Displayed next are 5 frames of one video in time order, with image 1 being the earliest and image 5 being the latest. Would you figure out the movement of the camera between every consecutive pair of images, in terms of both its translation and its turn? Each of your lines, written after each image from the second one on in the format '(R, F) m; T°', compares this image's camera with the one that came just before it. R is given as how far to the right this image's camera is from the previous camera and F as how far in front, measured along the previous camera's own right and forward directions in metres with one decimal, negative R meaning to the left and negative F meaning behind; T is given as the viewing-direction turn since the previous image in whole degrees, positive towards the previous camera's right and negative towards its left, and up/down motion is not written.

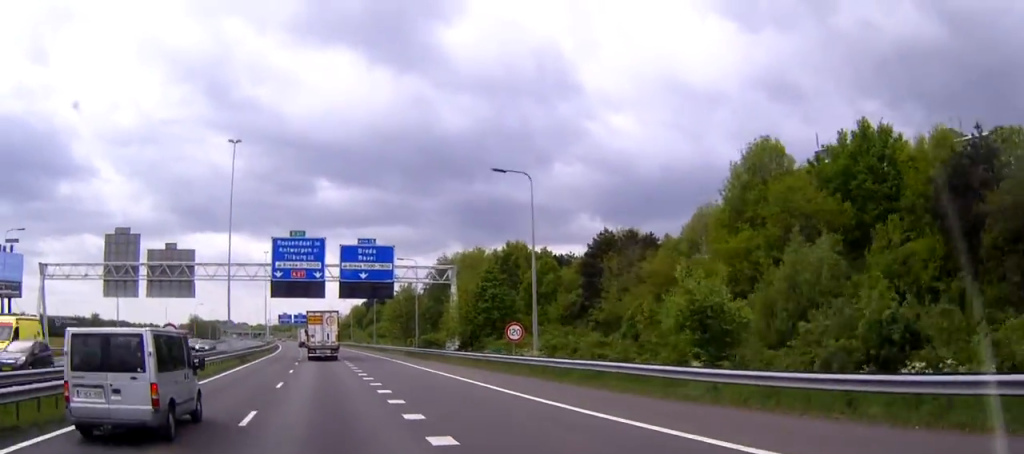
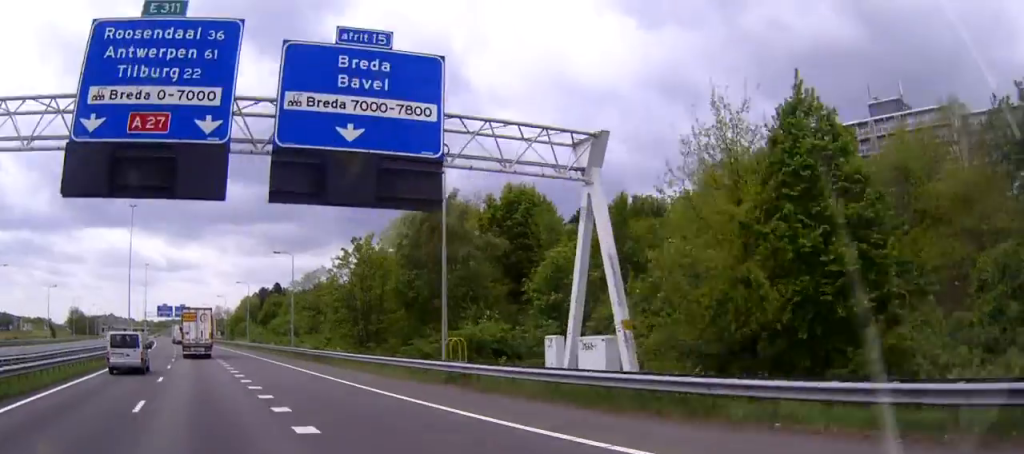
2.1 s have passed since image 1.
(-0.8, +46.3) m; -2°
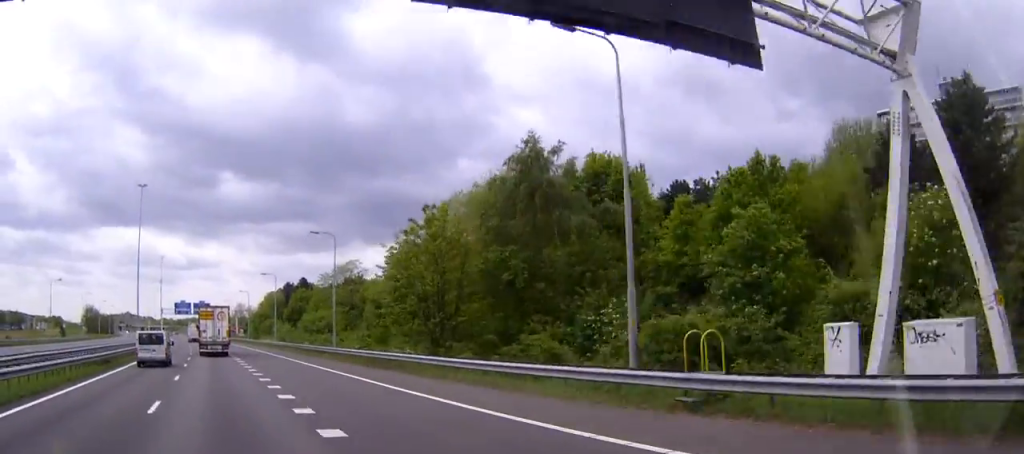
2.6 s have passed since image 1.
(0.0, +12.7) m; 0°
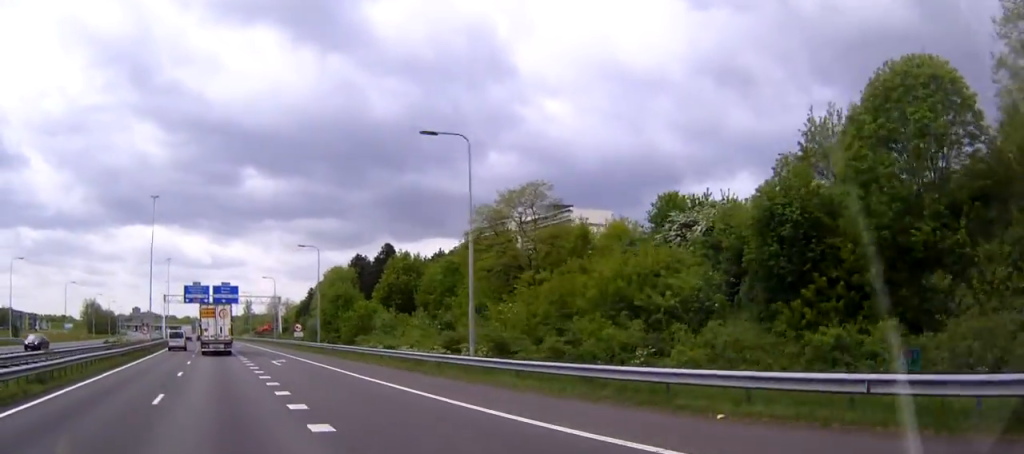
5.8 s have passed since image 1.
(-0.6, +70.6) m; -1°
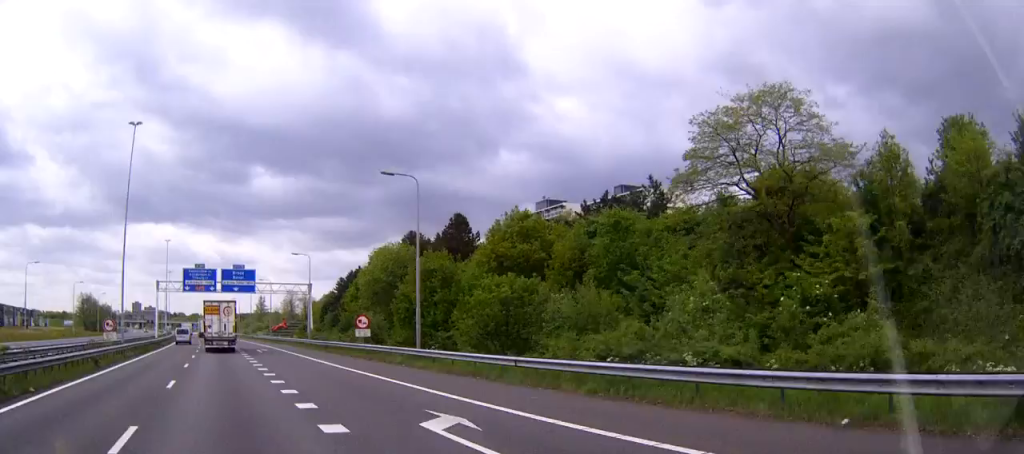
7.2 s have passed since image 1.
(-0.3, +32.6) m; -1°
